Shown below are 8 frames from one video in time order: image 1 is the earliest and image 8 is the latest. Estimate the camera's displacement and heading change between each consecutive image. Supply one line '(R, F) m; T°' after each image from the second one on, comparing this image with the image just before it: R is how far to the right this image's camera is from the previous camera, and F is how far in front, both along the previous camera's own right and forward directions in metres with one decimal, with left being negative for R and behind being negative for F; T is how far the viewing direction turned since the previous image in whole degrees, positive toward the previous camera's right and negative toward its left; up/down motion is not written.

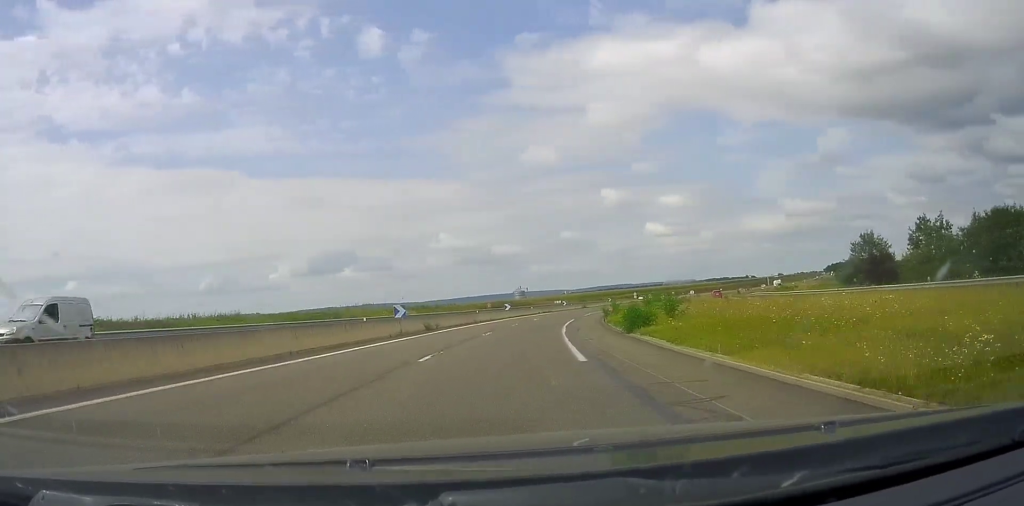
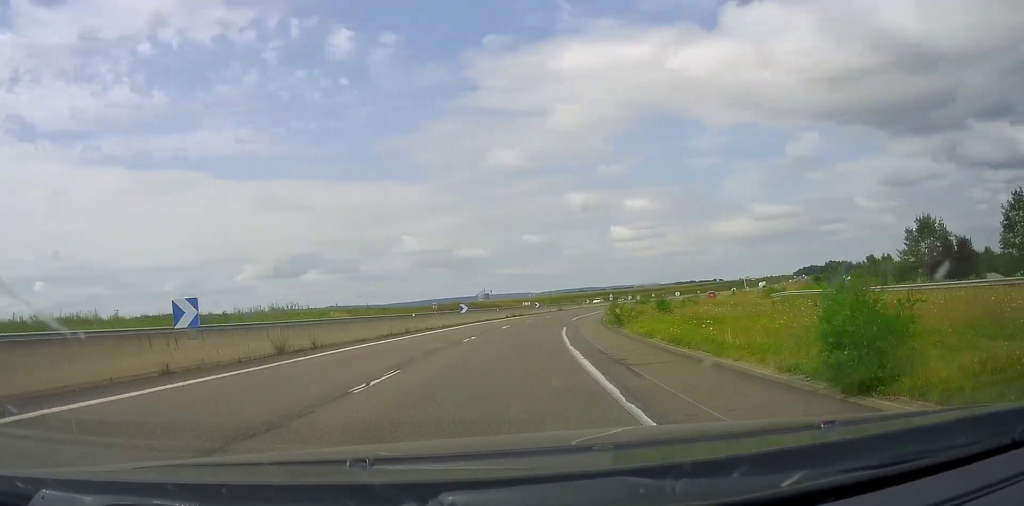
(+1.0, +17.6) m; +5°
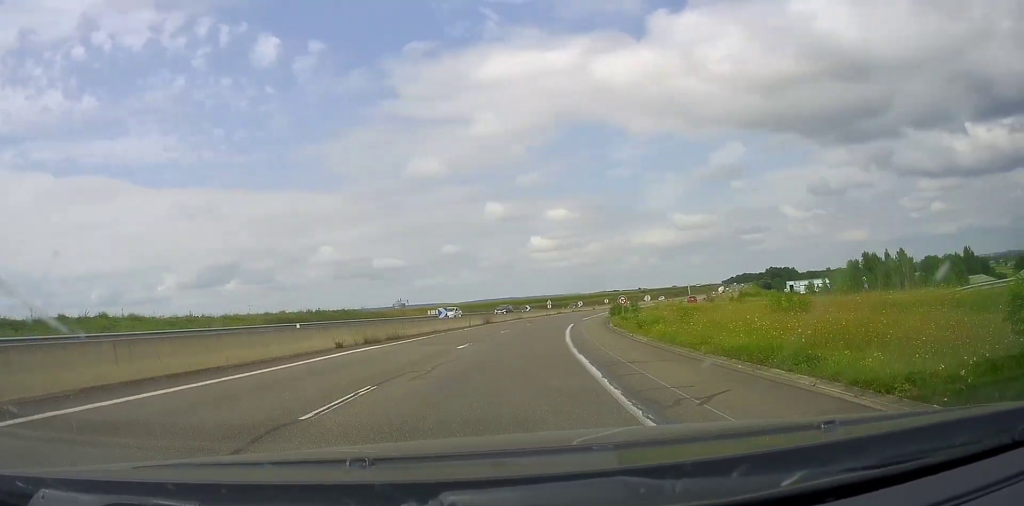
(+3.7, +40.2) m; +10°
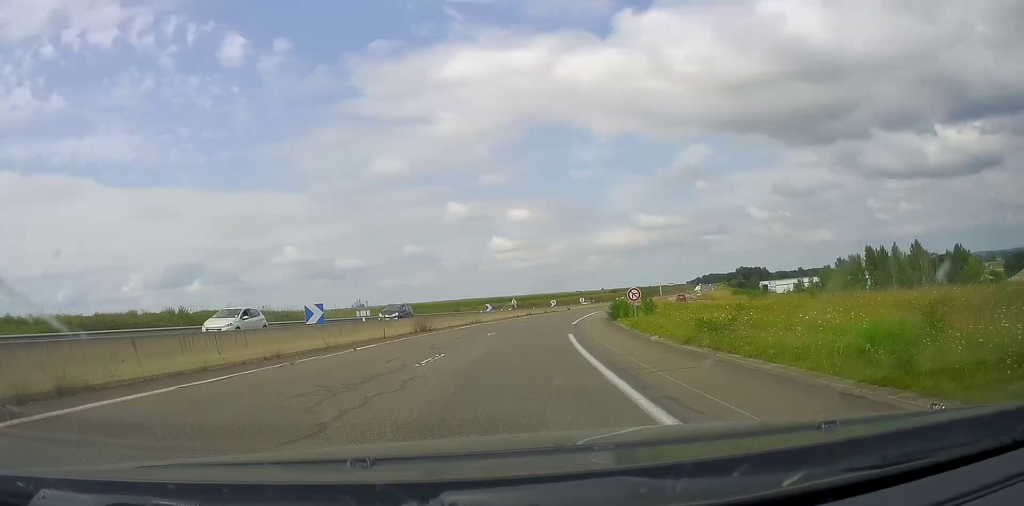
(+0.5, +19.9) m; +4°
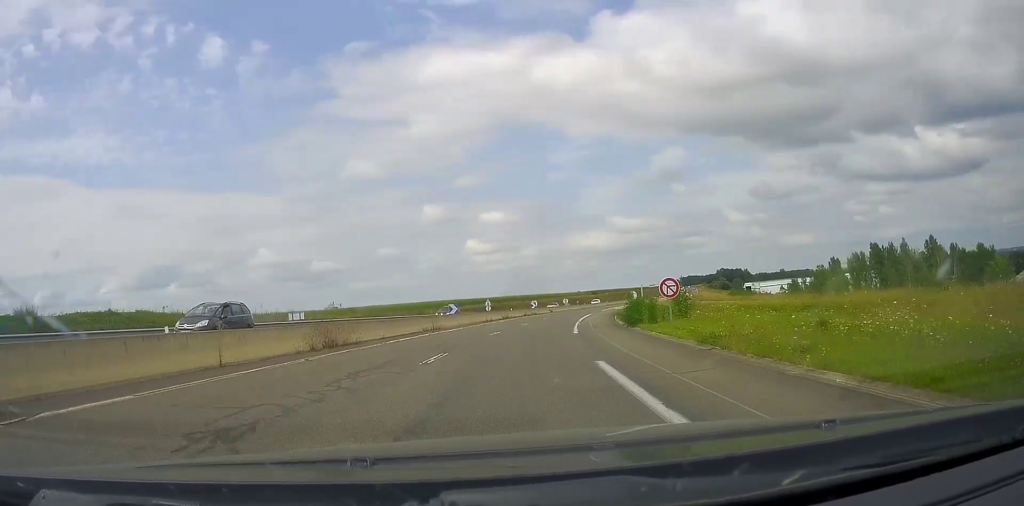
(+0.6, +13.5) m; +2°
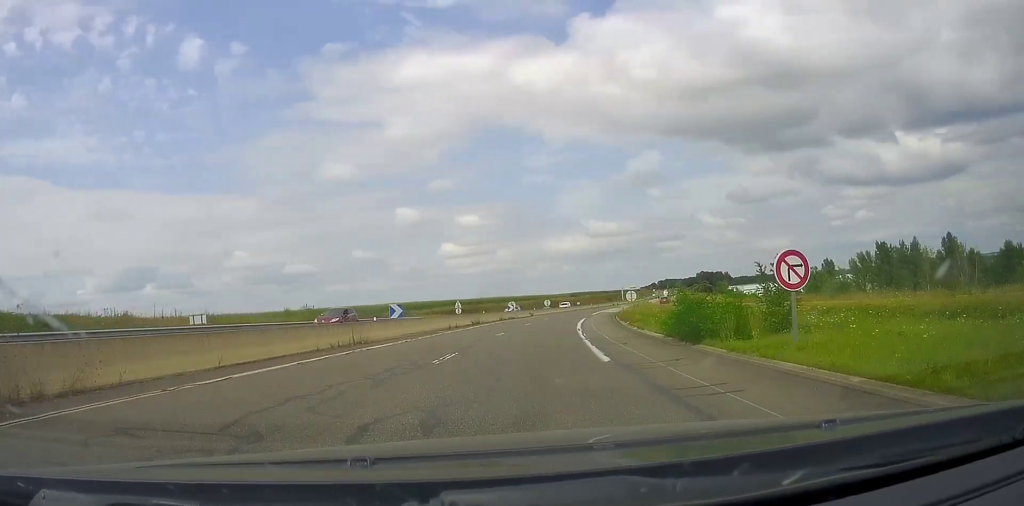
(+0.1, +13.0) m; +2°
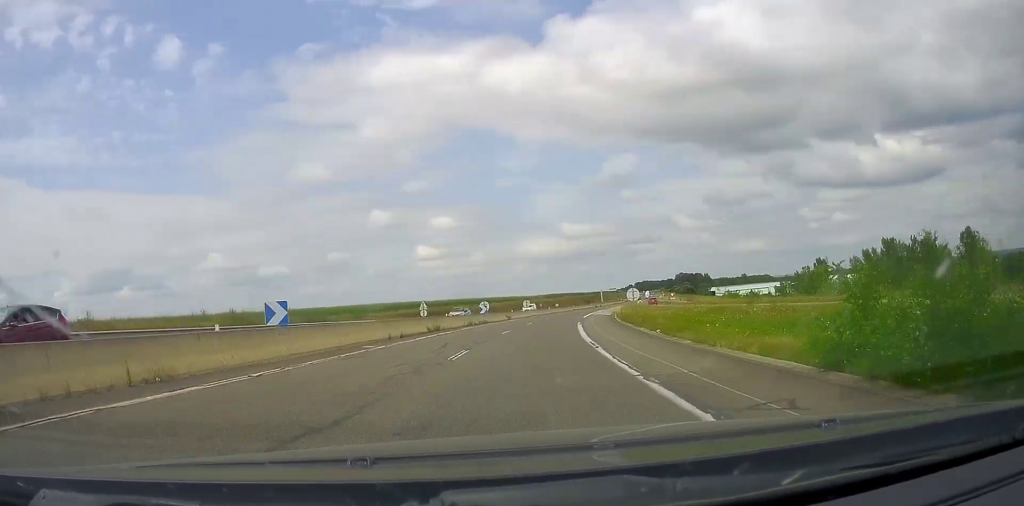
(+0.4, +13.0) m; +2°
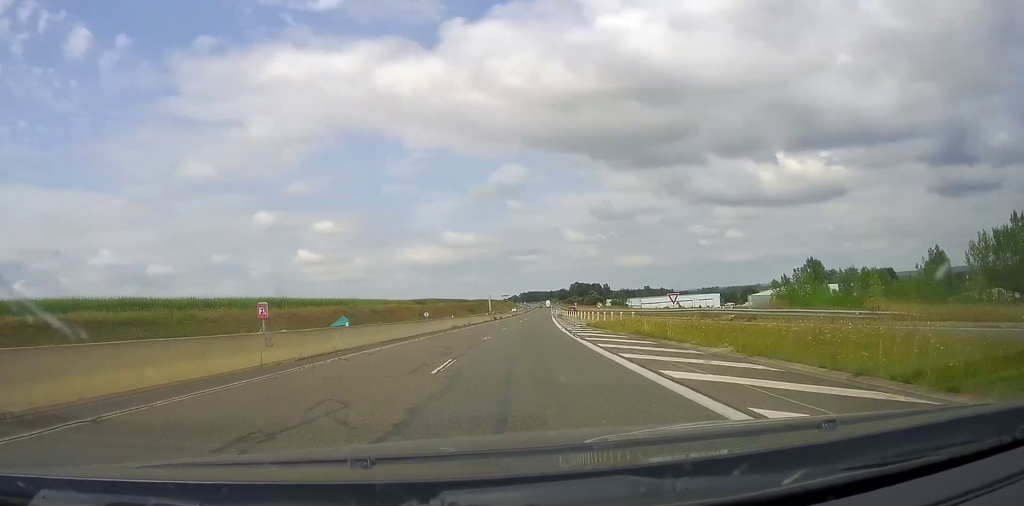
(+7.3, +79.7) m; +12°
